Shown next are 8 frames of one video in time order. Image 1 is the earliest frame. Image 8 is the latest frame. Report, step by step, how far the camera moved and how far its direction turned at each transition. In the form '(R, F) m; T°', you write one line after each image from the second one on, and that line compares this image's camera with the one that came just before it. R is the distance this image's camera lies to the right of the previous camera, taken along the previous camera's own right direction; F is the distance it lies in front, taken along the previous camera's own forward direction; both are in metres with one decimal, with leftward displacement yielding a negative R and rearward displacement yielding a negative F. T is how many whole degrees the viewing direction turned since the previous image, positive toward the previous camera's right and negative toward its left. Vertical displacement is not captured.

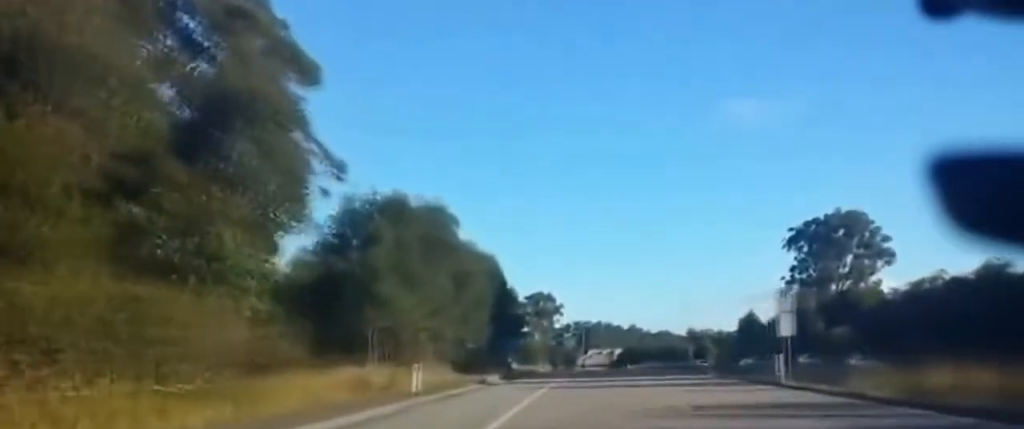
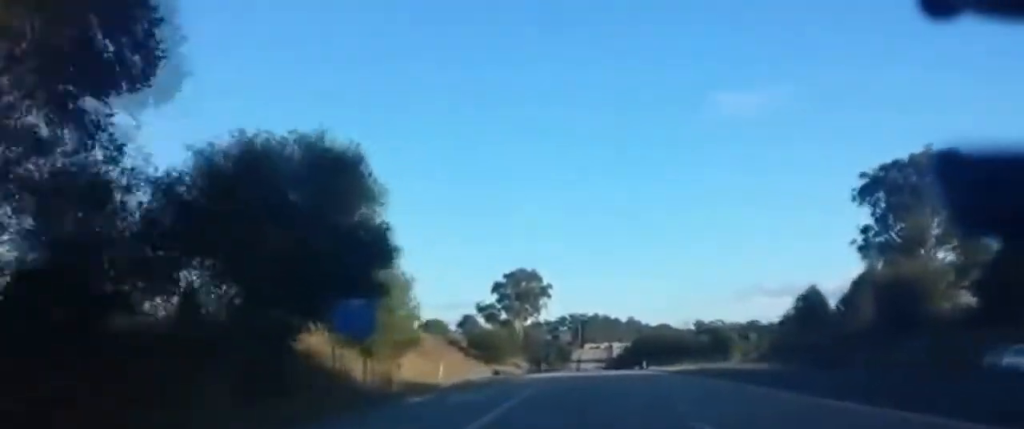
(+0.6, +60.9) m; +1°
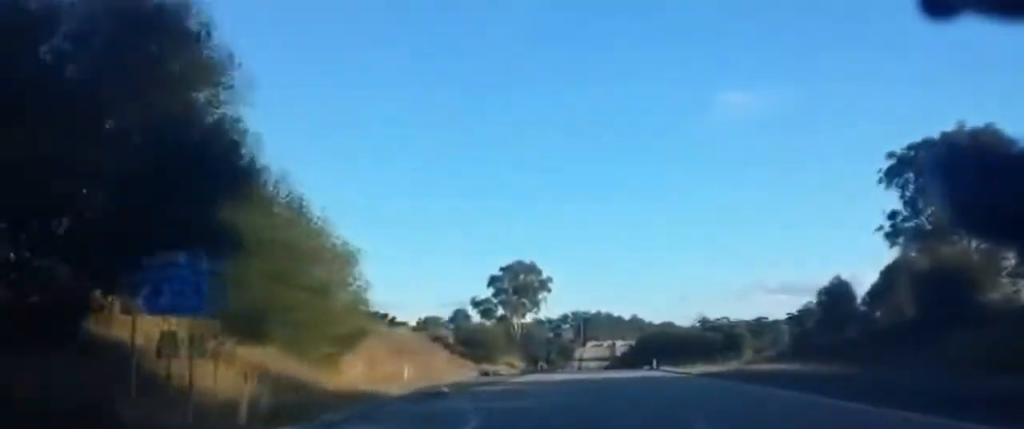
(0.0, +13.6) m; 0°
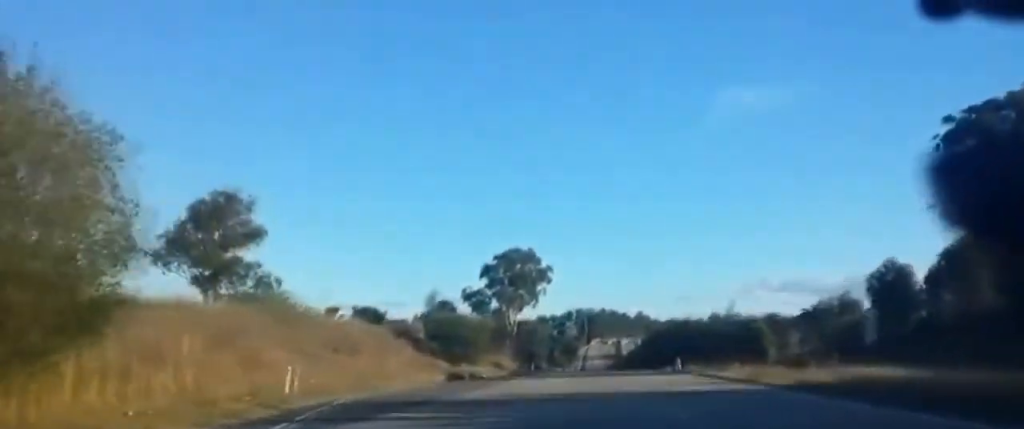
(0.0, +22.0) m; 0°
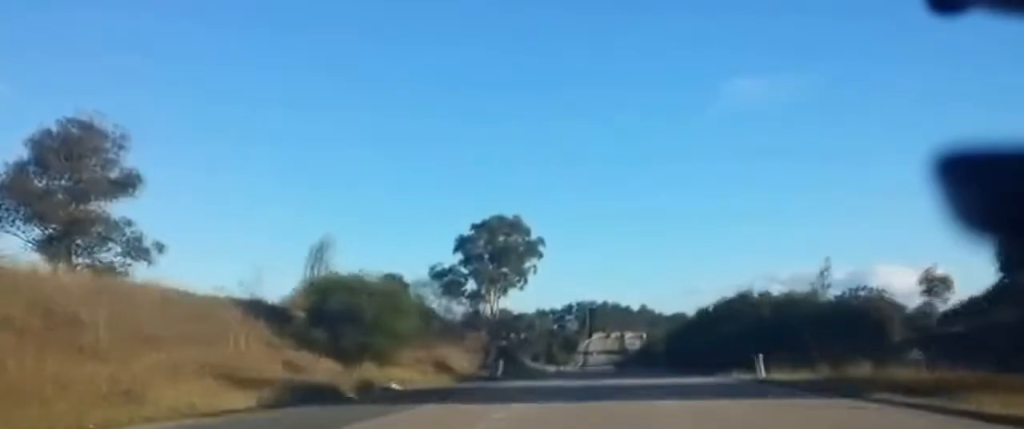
(-0.2, +35.8) m; +1°
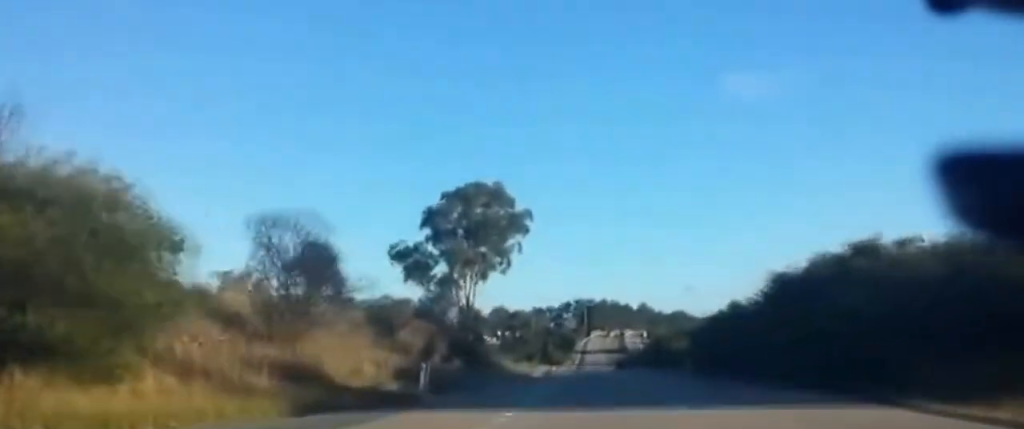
(+0.4, +28.5) m; +1°
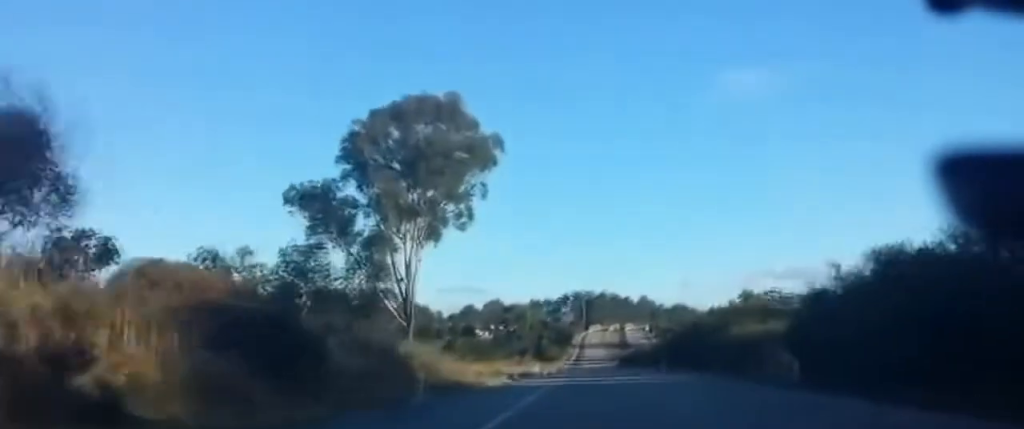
(-0.1, +39.2) m; 0°
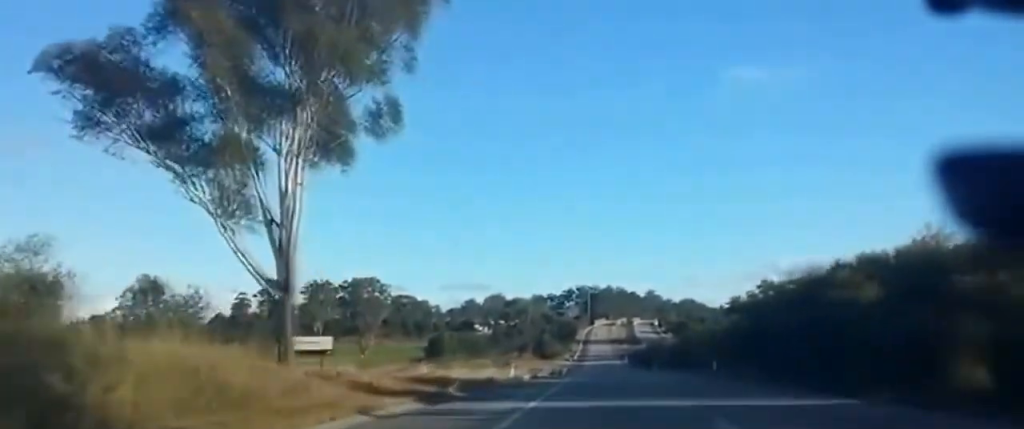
(0.0, +35.1) m; 0°
